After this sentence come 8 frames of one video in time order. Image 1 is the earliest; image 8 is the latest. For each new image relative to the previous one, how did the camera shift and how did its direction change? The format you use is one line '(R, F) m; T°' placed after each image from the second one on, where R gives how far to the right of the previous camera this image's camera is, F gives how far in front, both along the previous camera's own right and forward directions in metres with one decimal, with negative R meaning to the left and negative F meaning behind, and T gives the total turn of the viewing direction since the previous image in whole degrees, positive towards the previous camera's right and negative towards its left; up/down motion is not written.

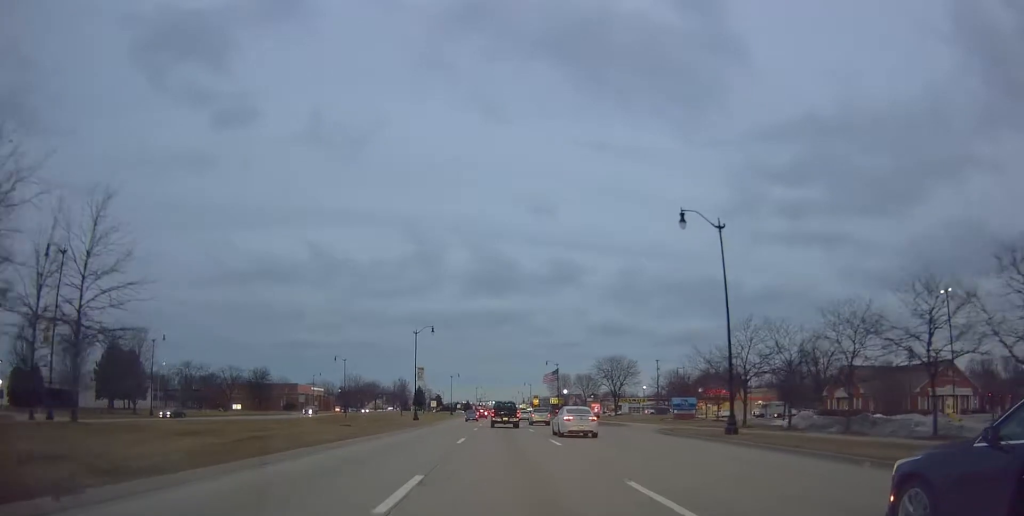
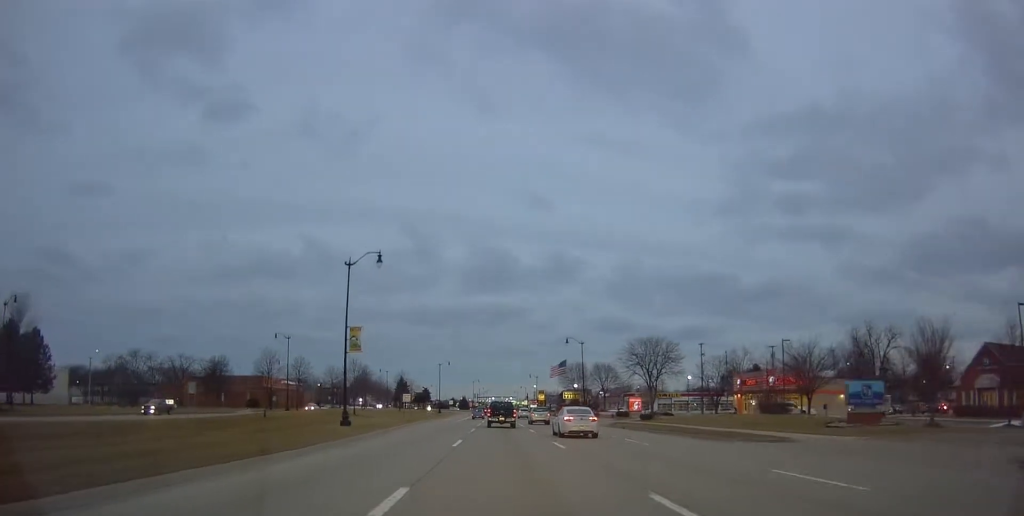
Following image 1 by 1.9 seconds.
(+1.2, +31.5) m; +2°
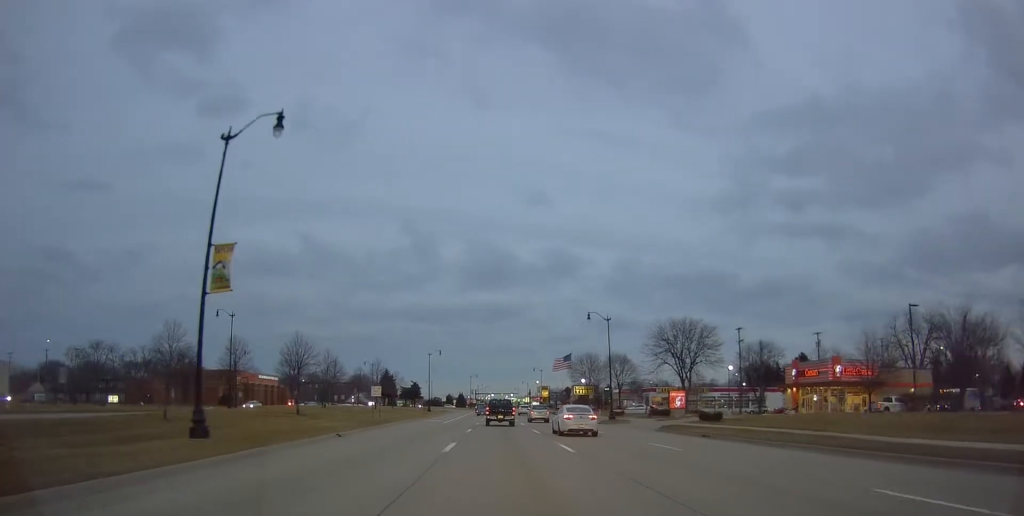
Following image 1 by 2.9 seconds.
(0.0, +18.3) m; -1°
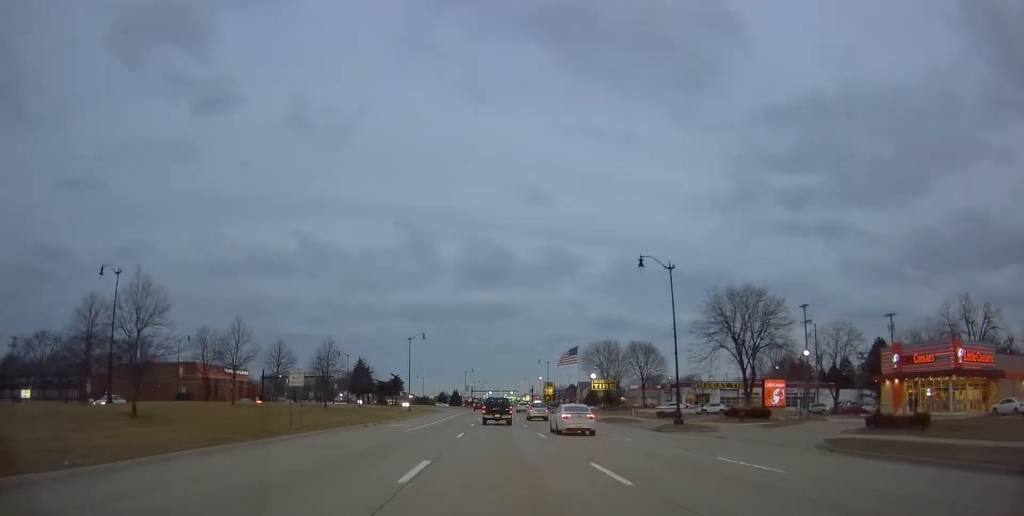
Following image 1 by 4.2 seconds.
(-0.5, +22.1) m; -2°
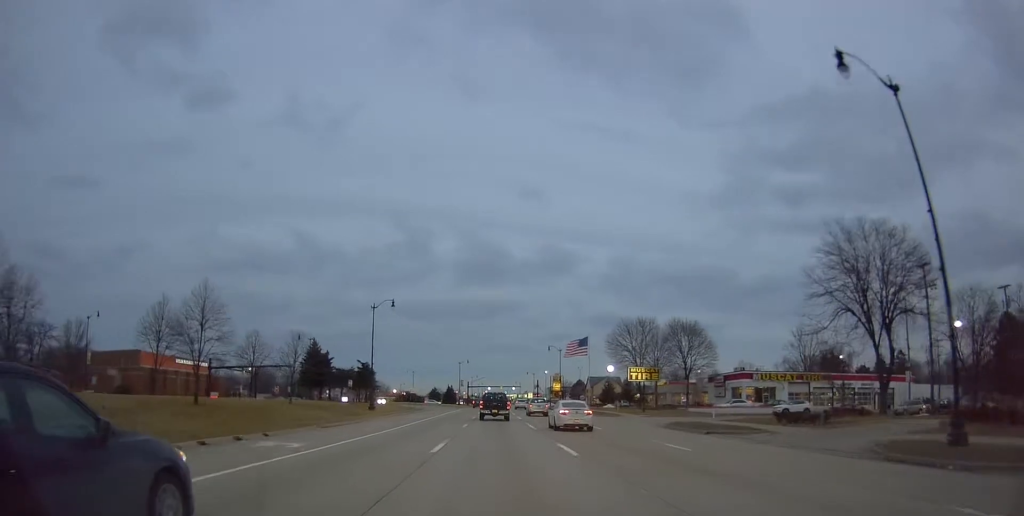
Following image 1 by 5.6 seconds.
(+0.3, +24.8) m; +2°
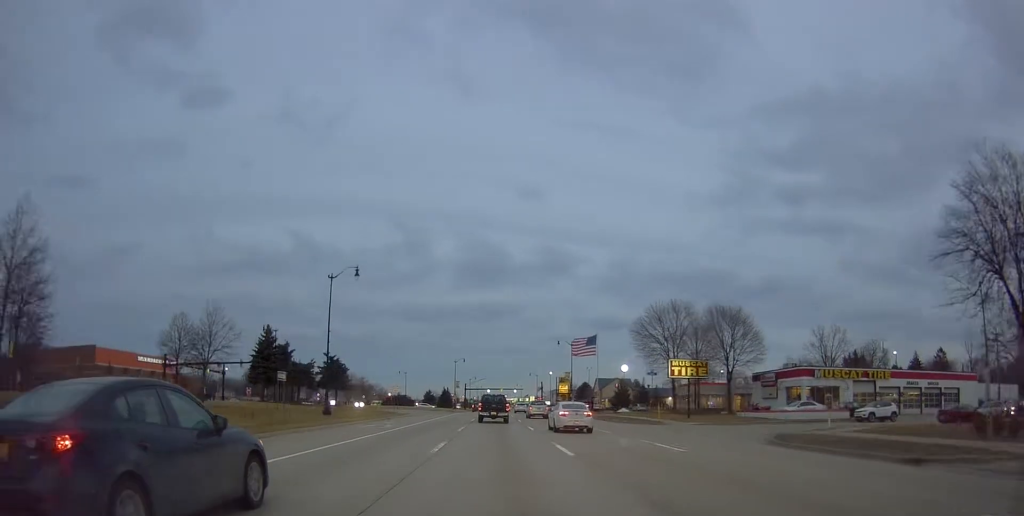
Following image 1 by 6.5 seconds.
(+0.1, +15.6) m; -1°
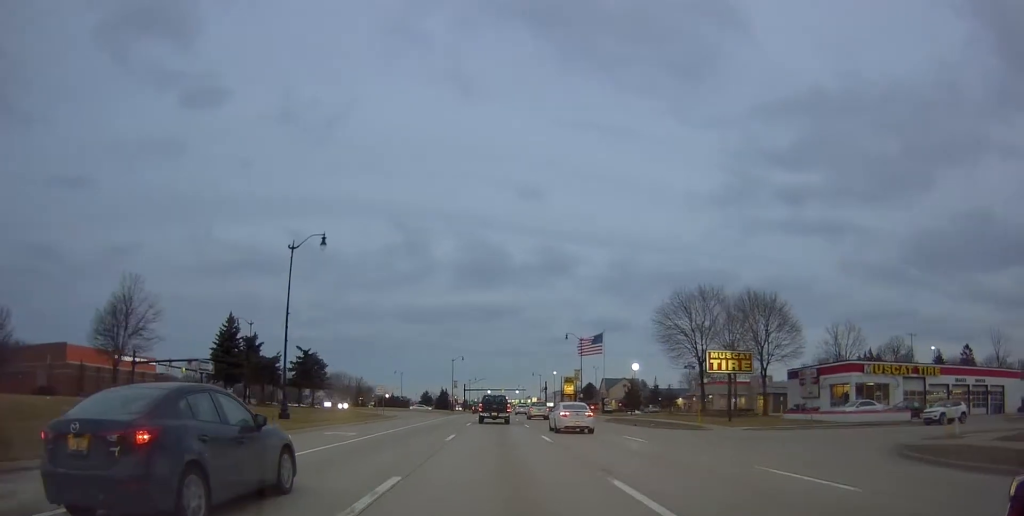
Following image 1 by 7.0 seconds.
(0.0, +9.0) m; 0°
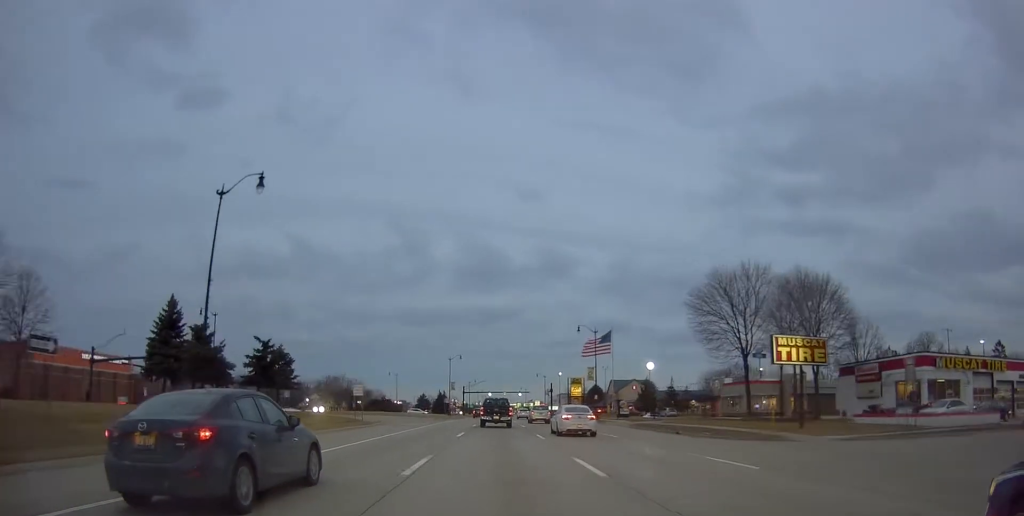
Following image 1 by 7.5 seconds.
(-0.2, +10.2) m; 0°
